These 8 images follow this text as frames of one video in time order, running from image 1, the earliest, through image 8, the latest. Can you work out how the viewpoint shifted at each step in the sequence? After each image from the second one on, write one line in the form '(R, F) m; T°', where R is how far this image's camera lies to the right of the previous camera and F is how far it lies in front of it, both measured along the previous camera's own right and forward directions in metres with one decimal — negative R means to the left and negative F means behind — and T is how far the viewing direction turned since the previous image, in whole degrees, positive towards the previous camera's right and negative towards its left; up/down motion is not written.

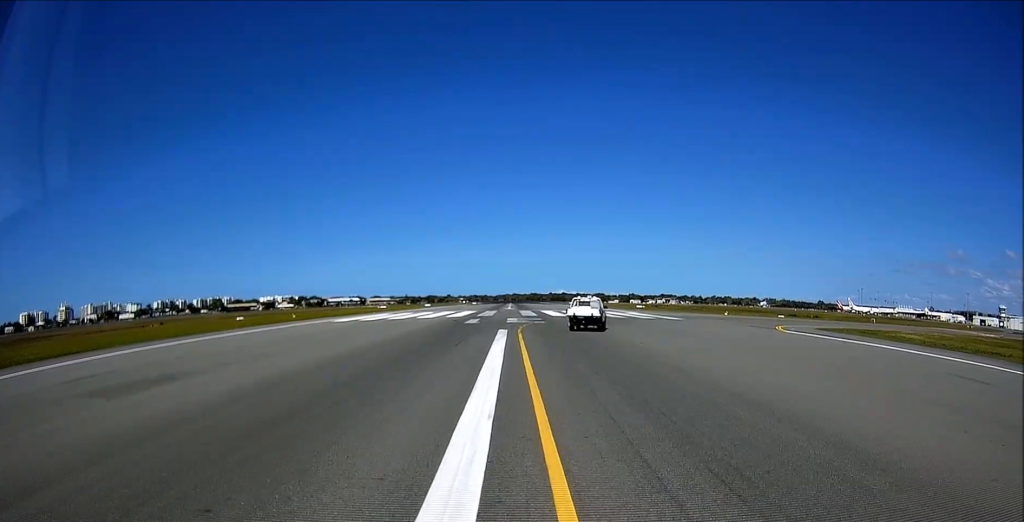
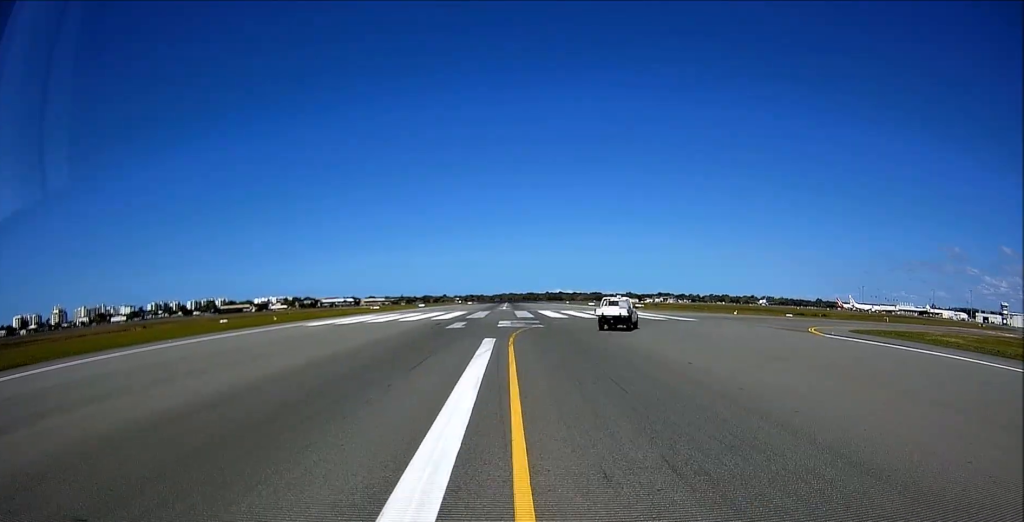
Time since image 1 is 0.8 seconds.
(0.0, +8.4) m; 0°
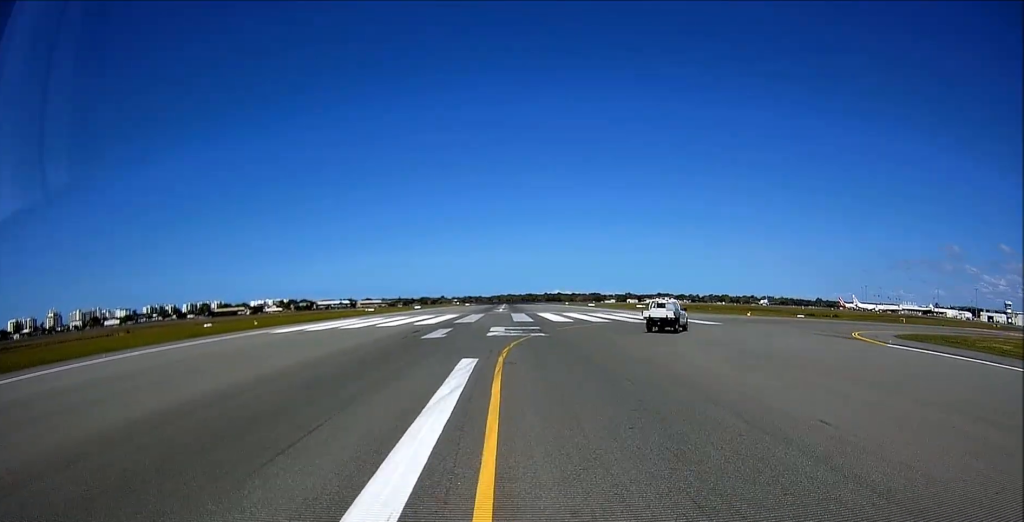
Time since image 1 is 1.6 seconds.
(0.0, +8.7) m; 0°
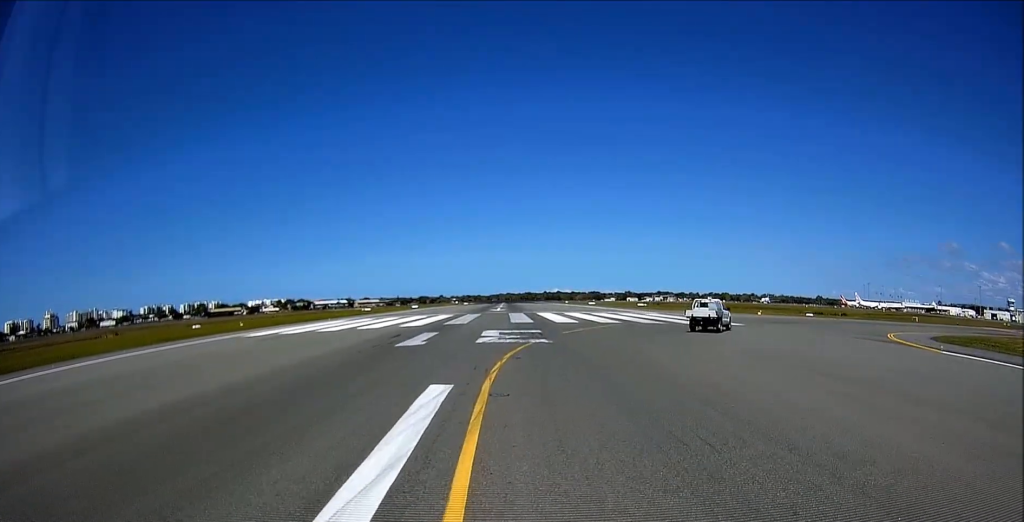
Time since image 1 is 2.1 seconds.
(0.0, +6.1) m; 0°
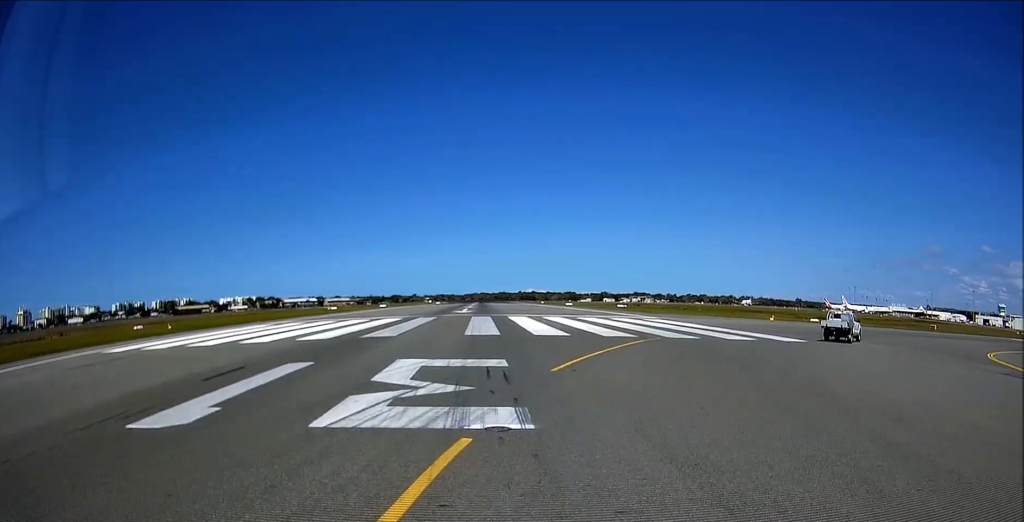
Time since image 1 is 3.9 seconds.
(+0.6, +18.0) m; +6°
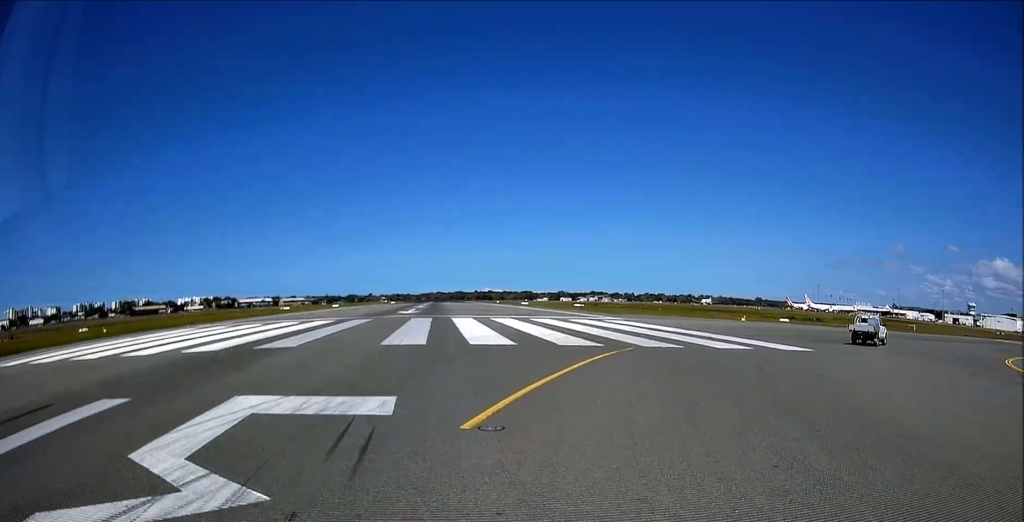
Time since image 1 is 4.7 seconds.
(+0.3, +7.3) m; +4°
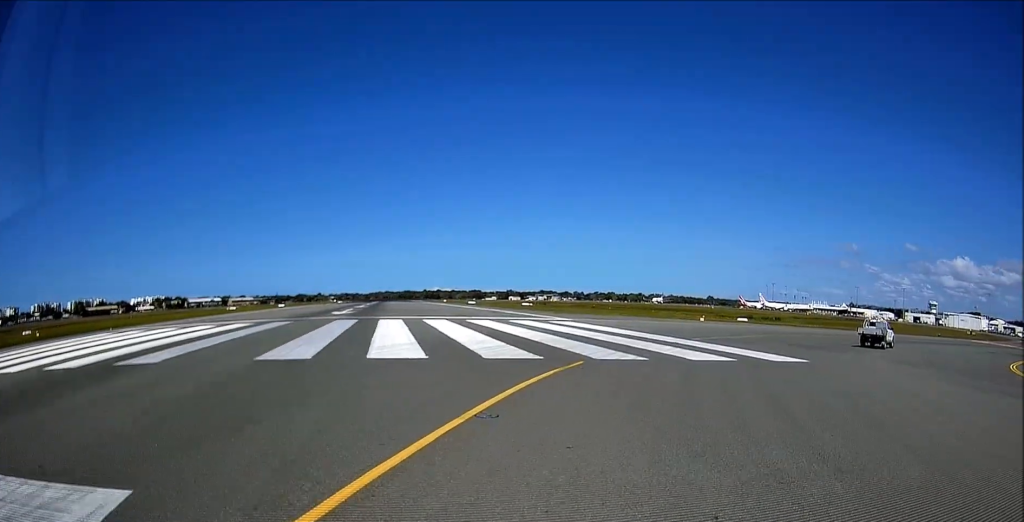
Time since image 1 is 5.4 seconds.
(0.0, +6.5) m; +3°
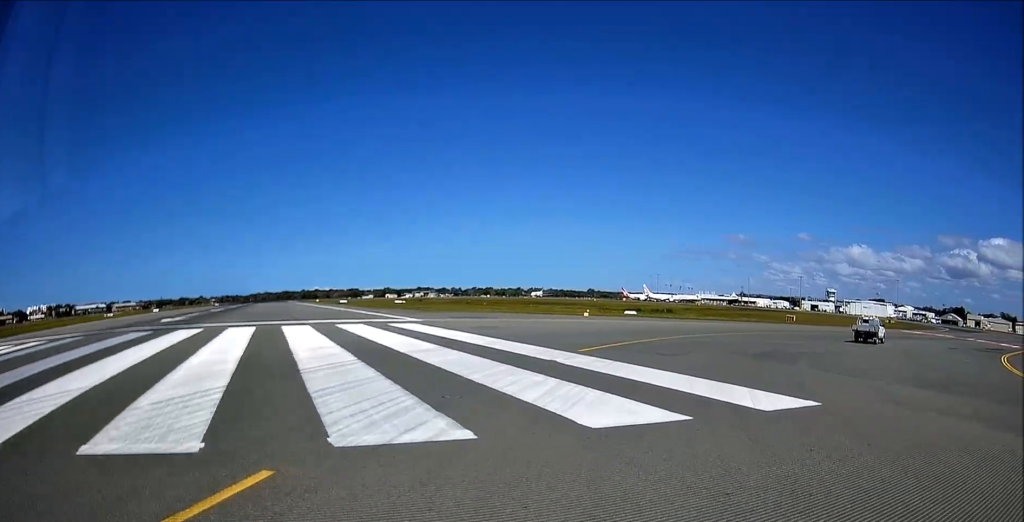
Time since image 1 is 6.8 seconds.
(+1.3, +13.0) m; +9°
